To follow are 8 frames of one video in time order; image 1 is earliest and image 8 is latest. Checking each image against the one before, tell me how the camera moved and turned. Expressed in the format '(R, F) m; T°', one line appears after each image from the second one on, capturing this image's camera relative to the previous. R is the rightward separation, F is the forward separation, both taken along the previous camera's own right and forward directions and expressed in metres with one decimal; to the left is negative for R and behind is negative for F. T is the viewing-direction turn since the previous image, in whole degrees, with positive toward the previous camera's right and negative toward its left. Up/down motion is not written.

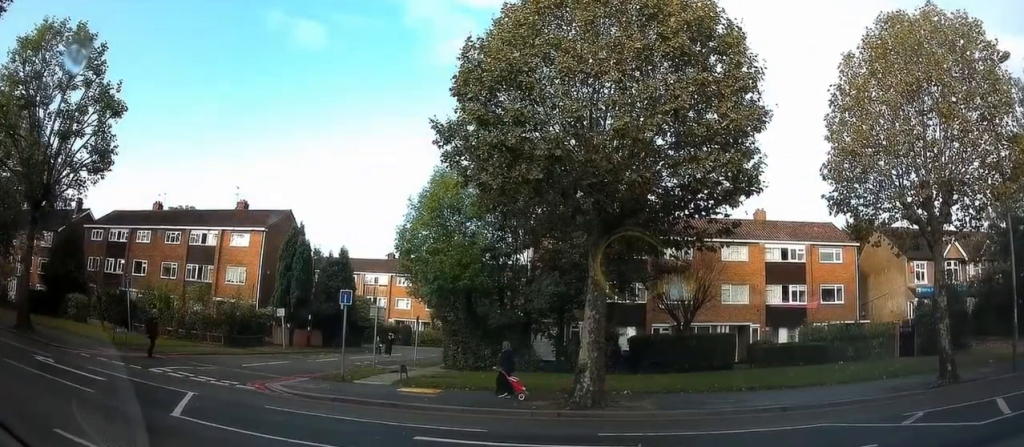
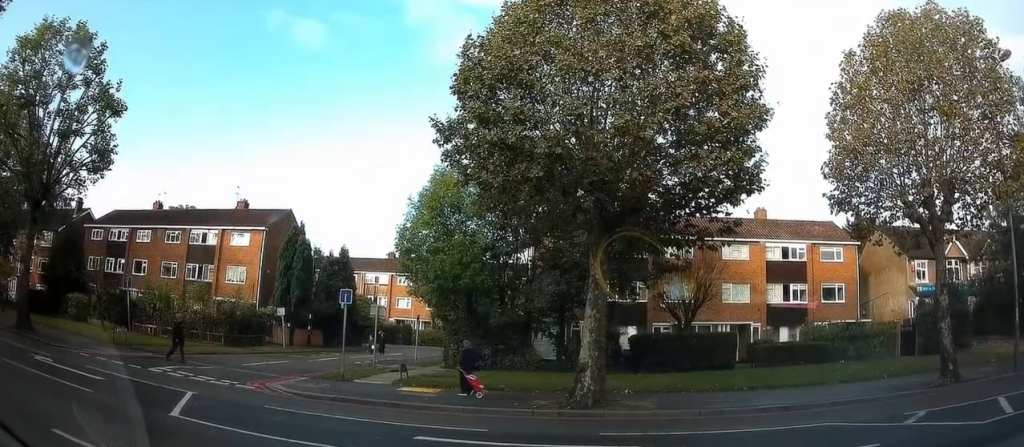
(0.0, 0.0) m; 0°
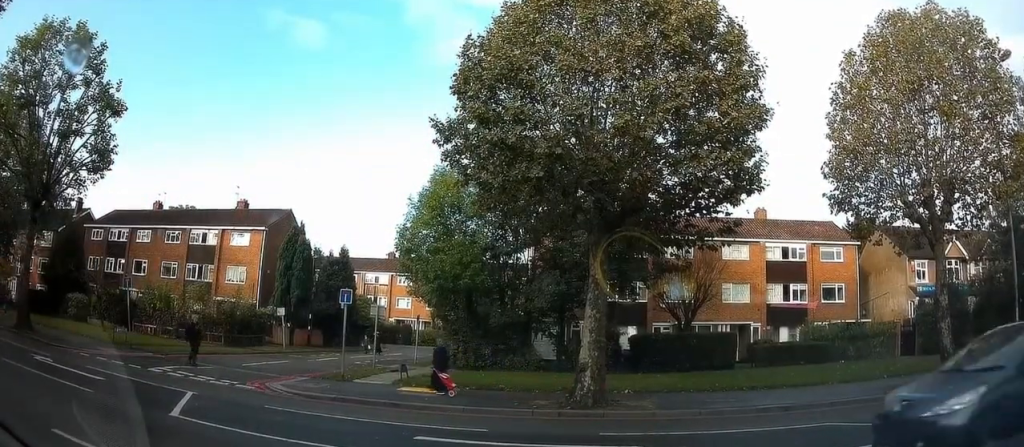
(0.0, 0.0) m; 0°
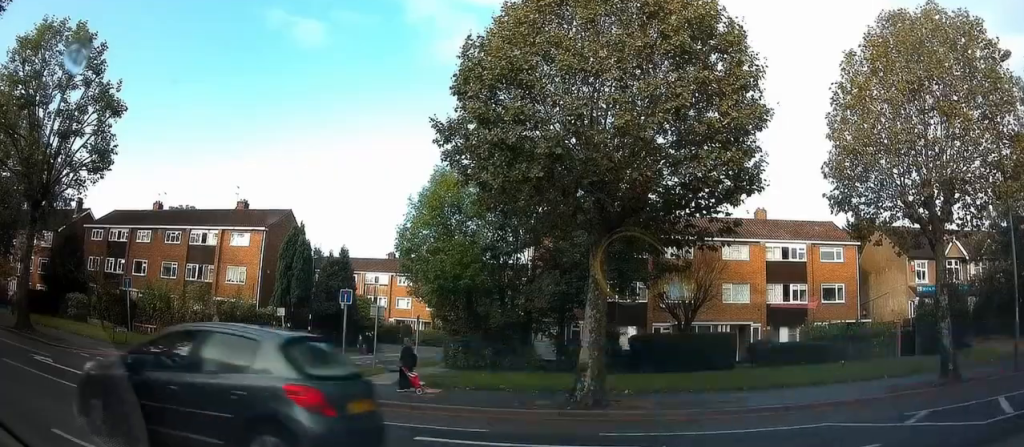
(0.0, 0.0) m; 0°
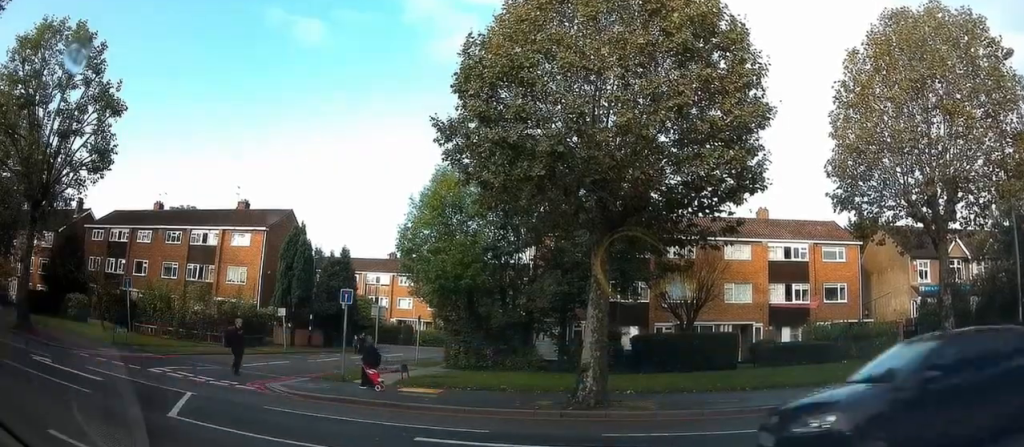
(0.0, 0.0) m; 0°
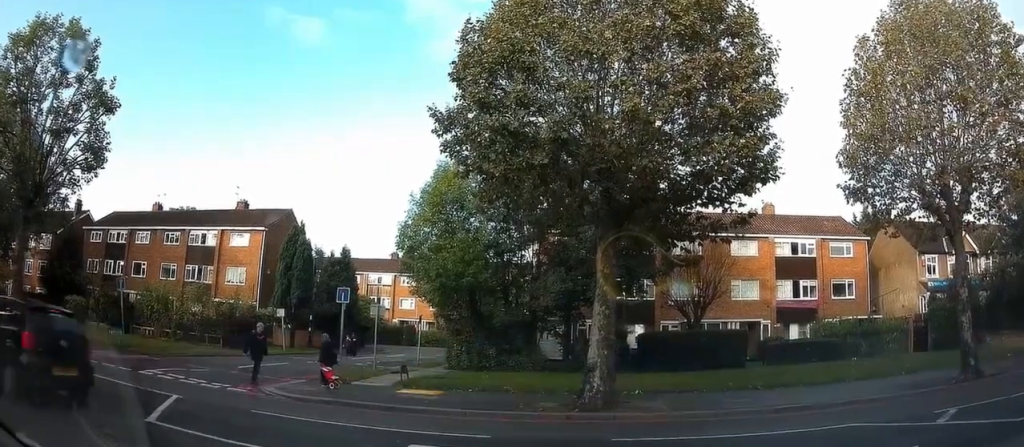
(+0.3, +0.2) m; 0°
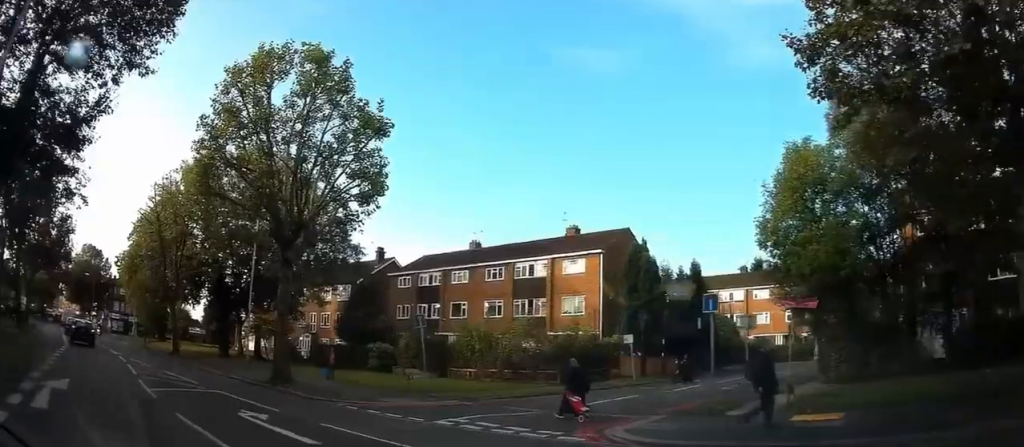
(+0.3, +3.3) m; -8°
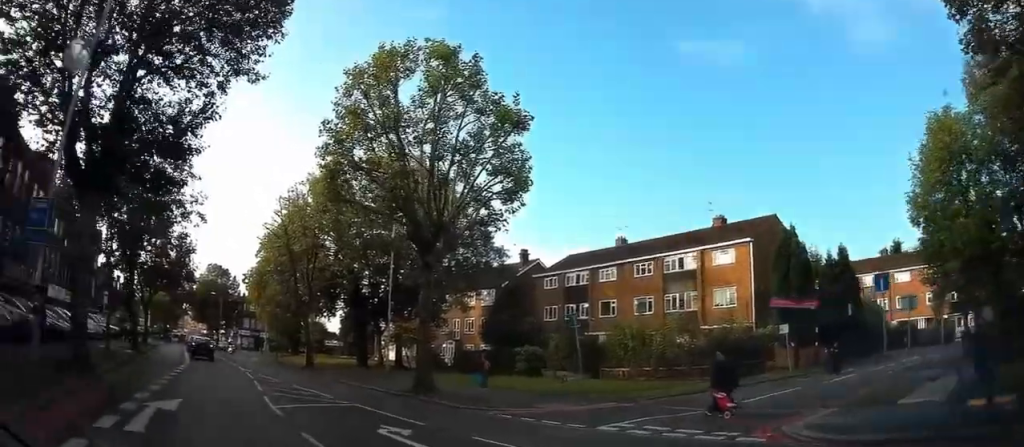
(-0.1, +1.1) m; -6°
